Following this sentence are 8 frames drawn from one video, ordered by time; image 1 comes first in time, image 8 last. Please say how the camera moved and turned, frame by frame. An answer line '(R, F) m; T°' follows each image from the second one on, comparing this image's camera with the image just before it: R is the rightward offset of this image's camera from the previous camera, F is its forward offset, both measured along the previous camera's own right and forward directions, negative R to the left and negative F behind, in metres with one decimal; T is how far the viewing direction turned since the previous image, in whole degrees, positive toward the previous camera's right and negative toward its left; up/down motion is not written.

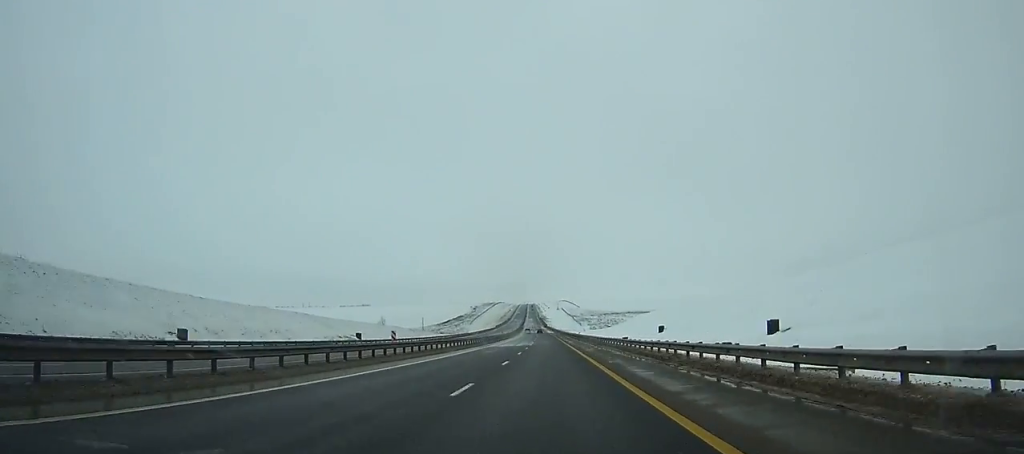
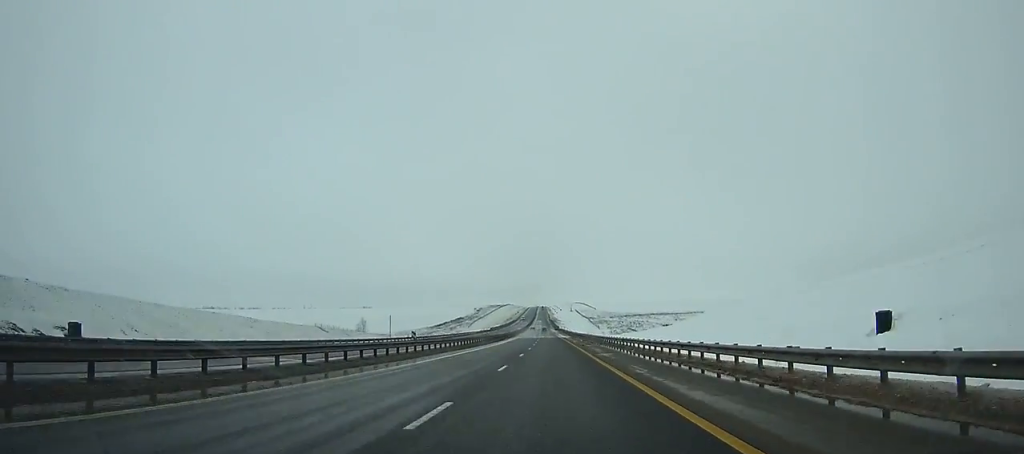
(-0.8, +76.8) m; -1°
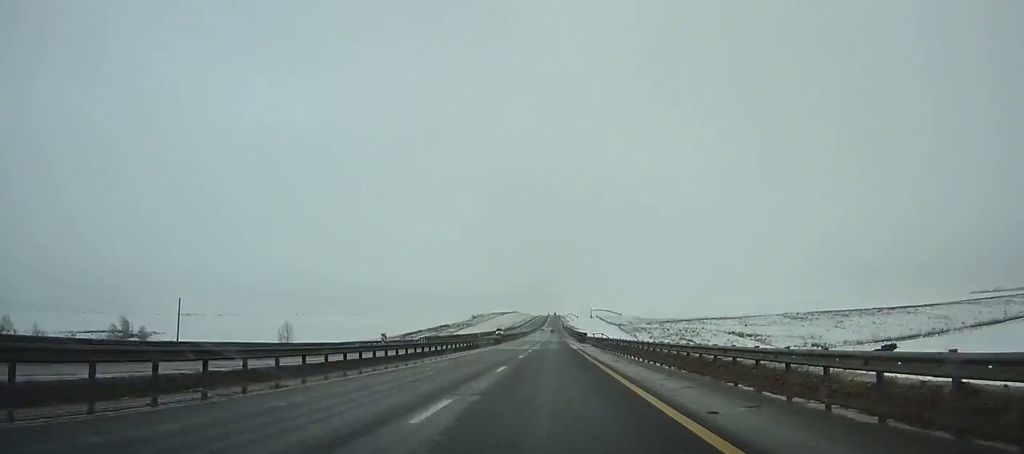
(-1.6, +132.5) m; -1°
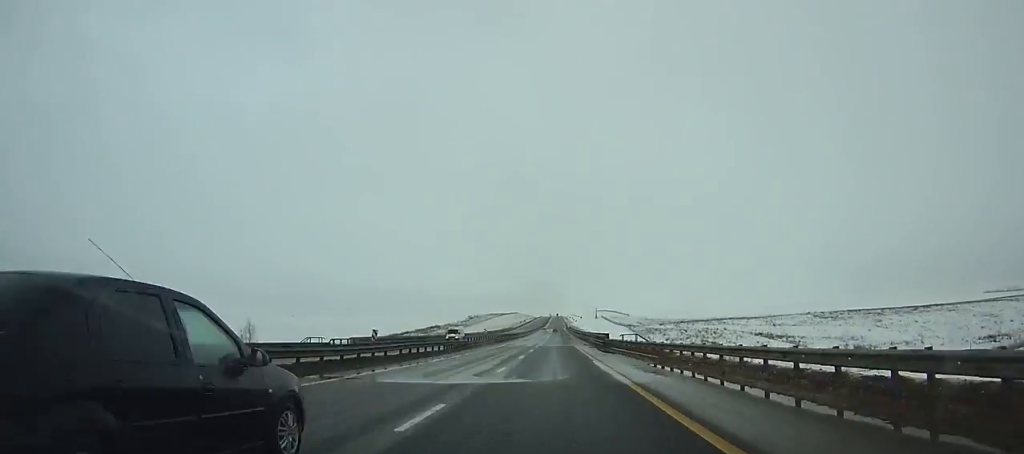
(-0.1, +36.1) m; 0°
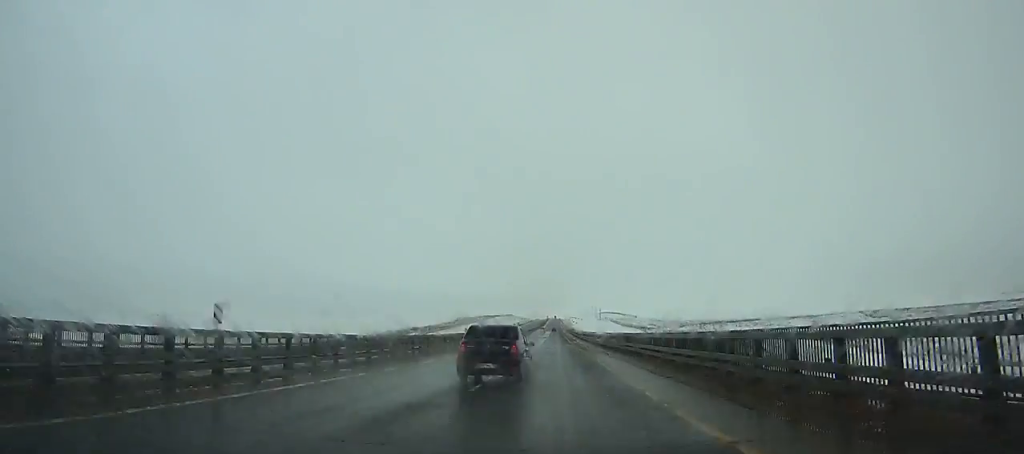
(+0.1, +55.8) m; 0°
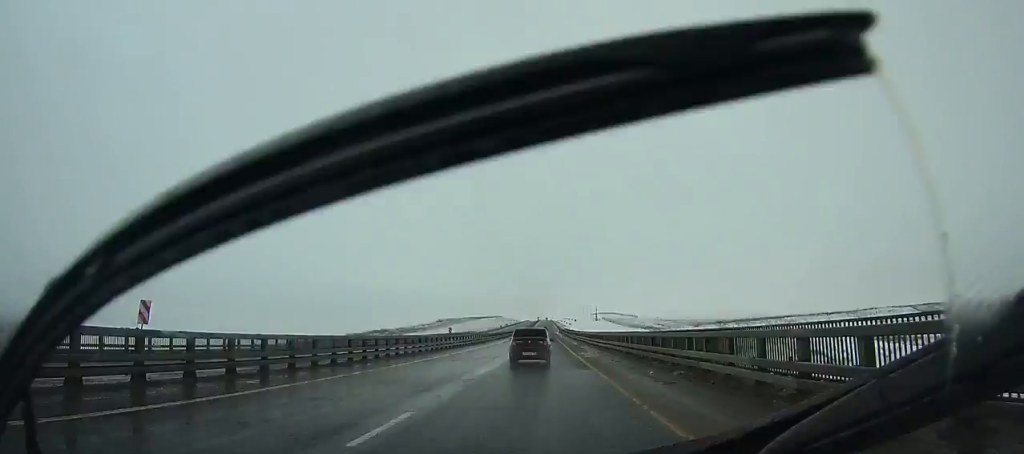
(+0.1, +42.1) m; 0°
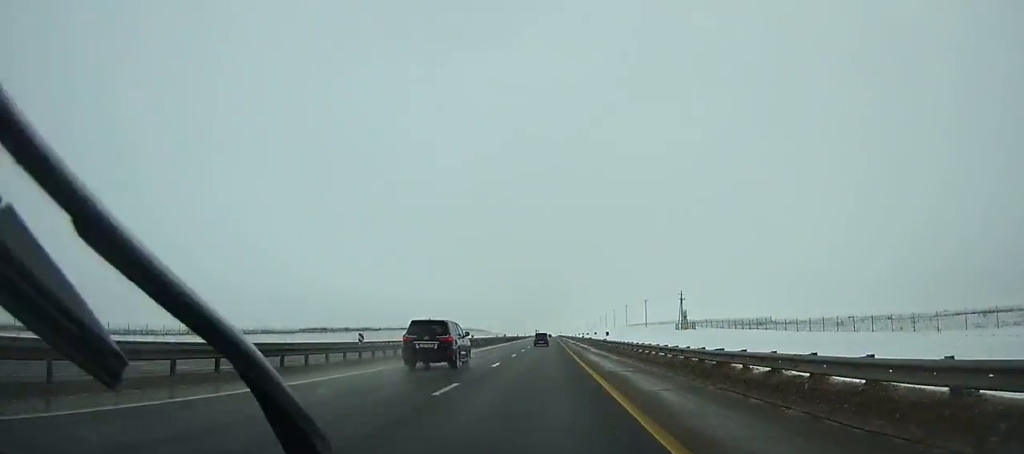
(+0.5, +219.3) m; 0°
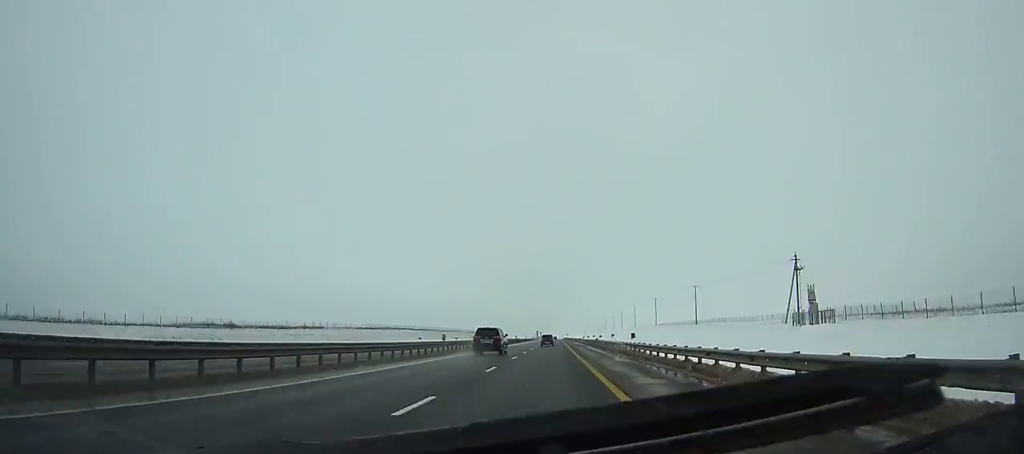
(-0.1, +61.5) m; 0°
